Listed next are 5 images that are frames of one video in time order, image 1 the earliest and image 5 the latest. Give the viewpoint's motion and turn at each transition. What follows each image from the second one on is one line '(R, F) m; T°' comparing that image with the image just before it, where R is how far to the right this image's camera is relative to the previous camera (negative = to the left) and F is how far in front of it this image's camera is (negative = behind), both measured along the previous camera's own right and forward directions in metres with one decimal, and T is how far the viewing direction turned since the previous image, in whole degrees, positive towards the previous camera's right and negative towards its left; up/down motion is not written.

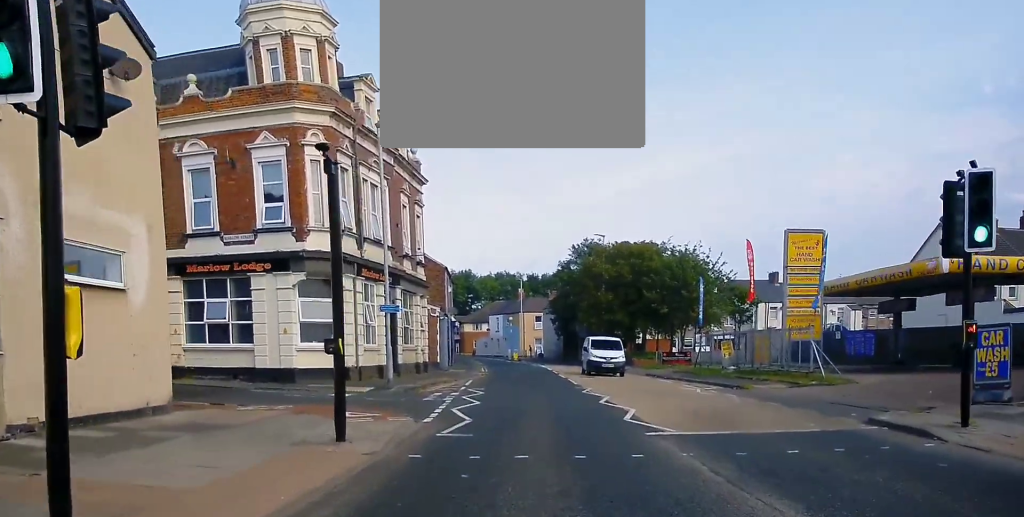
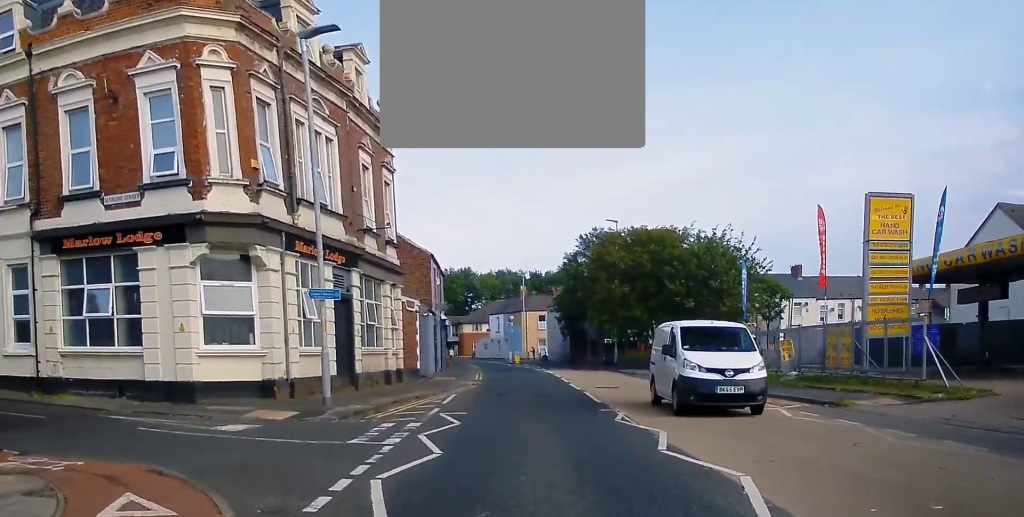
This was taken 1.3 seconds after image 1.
(+0.1, +7.8) m; +1°
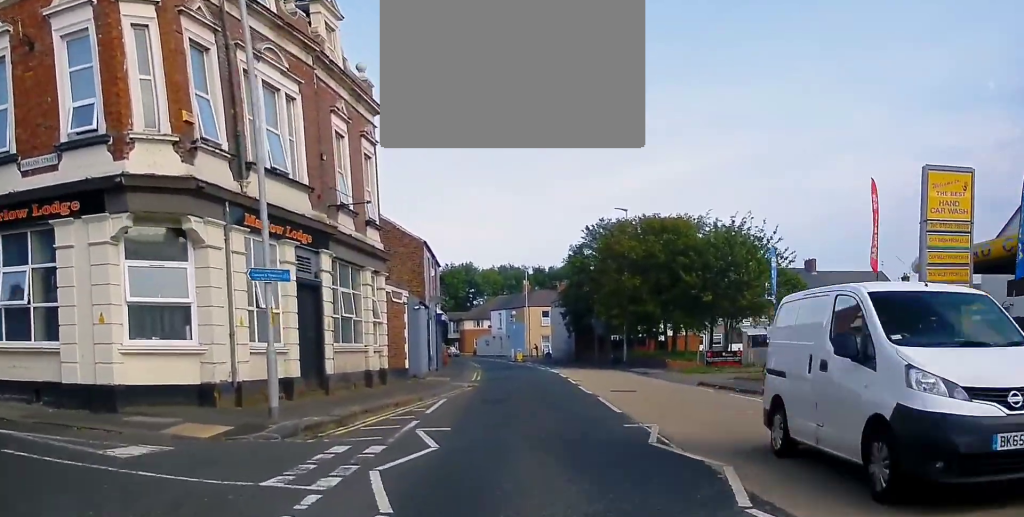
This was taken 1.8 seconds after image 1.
(0.0, +3.6) m; -1°
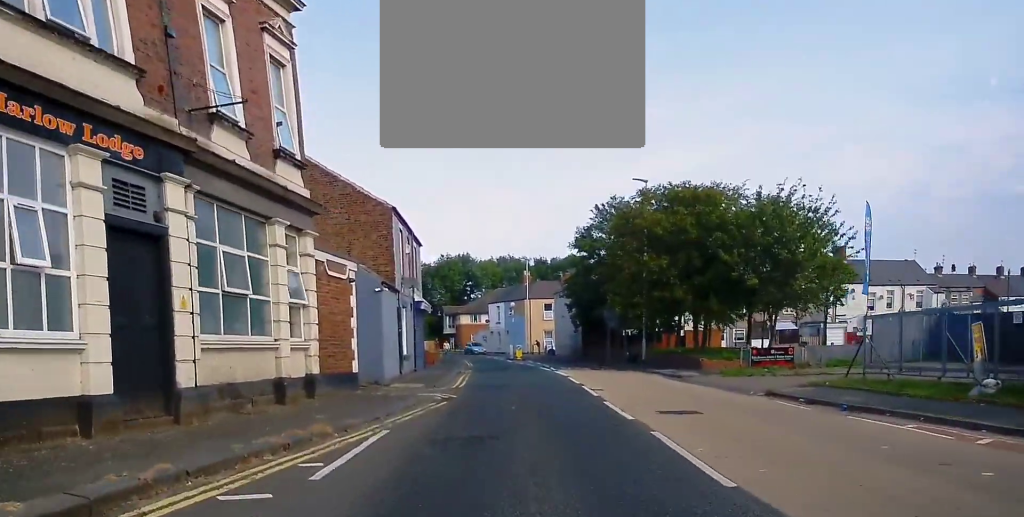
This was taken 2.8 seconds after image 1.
(-0.2, +7.7) m; 0°
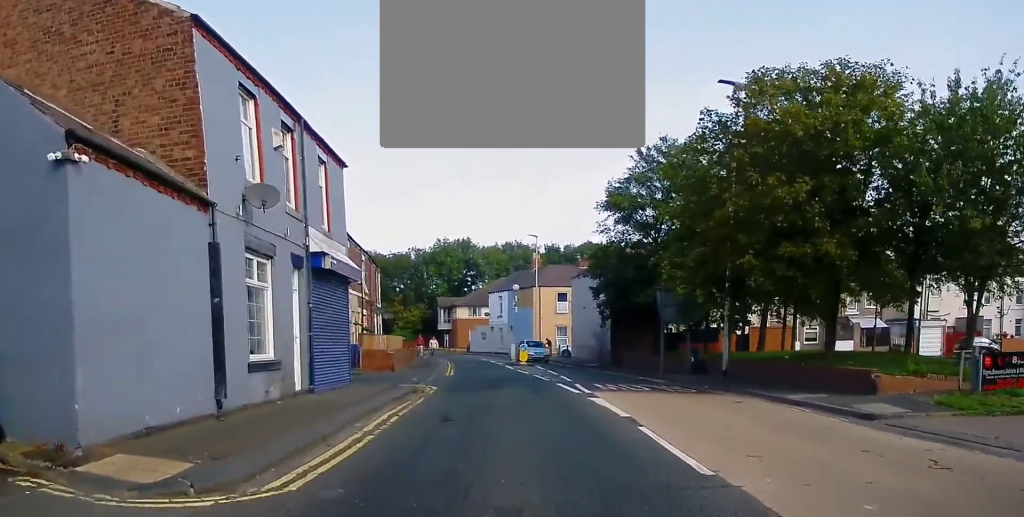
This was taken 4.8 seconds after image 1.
(+0.4, +17.0) m; +1°
